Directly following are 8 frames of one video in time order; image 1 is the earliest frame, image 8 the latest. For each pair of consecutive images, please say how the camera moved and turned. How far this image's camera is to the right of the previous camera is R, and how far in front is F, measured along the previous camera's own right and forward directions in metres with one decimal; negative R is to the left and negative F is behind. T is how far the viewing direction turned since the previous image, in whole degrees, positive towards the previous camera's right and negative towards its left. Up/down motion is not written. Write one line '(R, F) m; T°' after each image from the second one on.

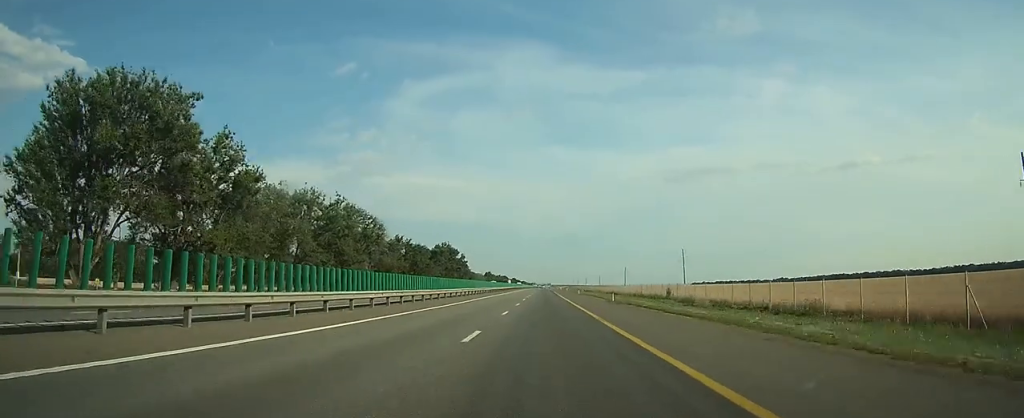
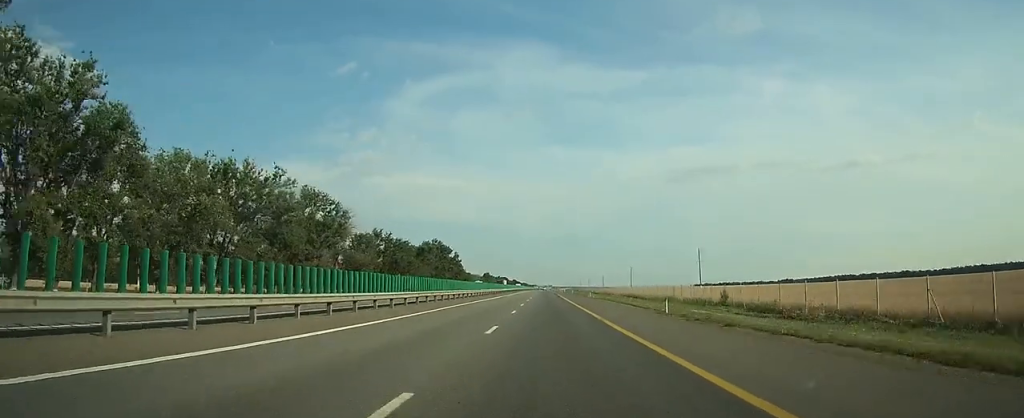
(-0.1, +20.9) m; 0°
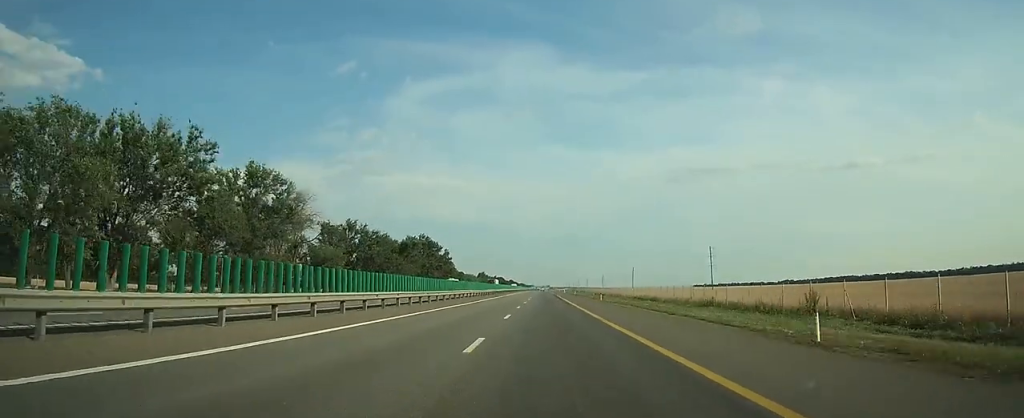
(0.0, +16.6) m; 0°
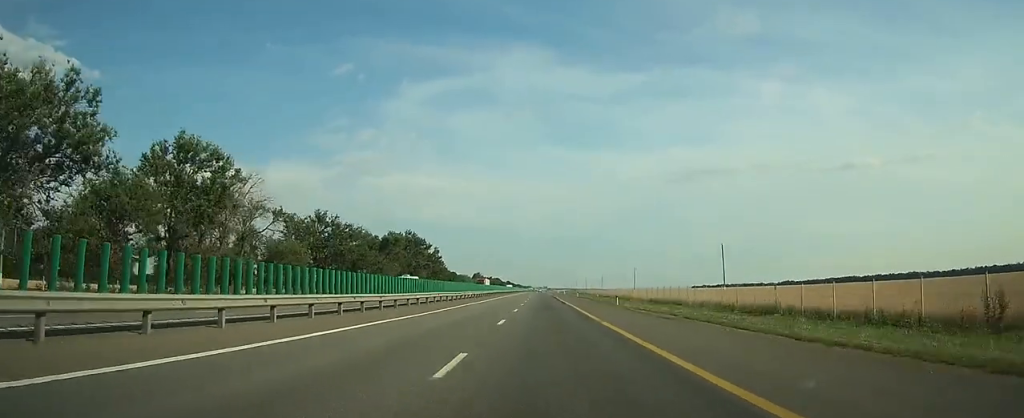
(0.0, +15.0) m; 0°
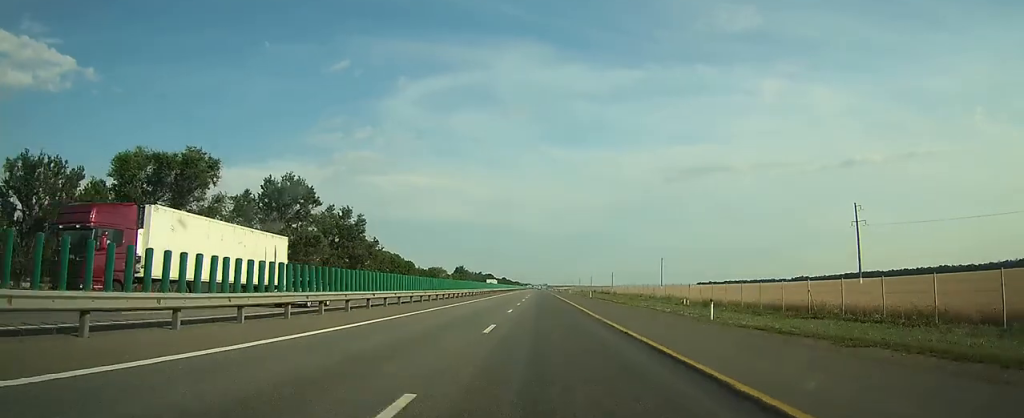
(-0.1, +76.6) m; 0°
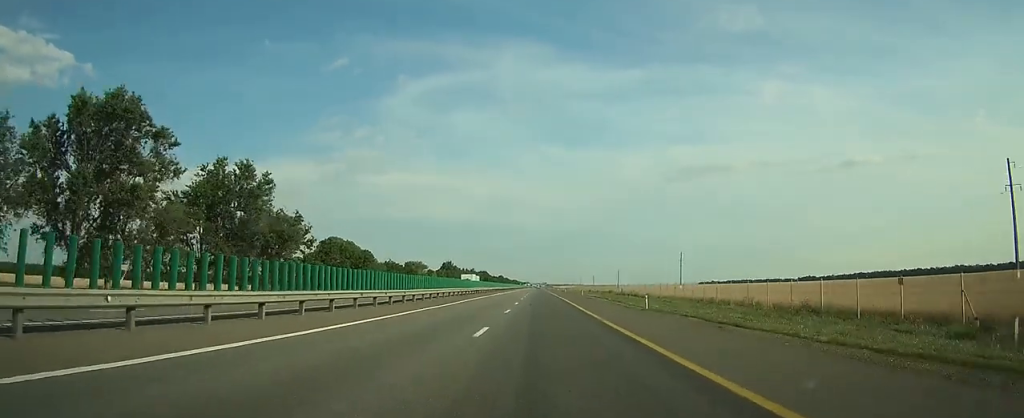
(+0.1, +37.7) m; 0°
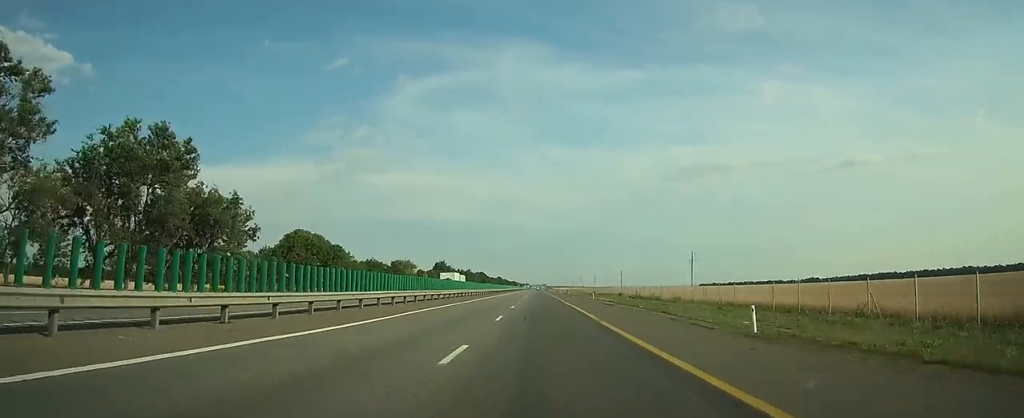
(0.0, +17.0) m; 0°
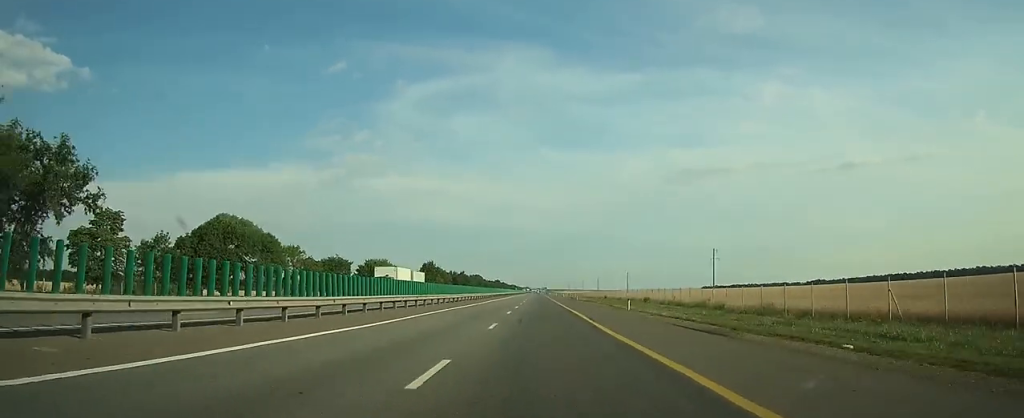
(0.0, +26.0) m; 0°
